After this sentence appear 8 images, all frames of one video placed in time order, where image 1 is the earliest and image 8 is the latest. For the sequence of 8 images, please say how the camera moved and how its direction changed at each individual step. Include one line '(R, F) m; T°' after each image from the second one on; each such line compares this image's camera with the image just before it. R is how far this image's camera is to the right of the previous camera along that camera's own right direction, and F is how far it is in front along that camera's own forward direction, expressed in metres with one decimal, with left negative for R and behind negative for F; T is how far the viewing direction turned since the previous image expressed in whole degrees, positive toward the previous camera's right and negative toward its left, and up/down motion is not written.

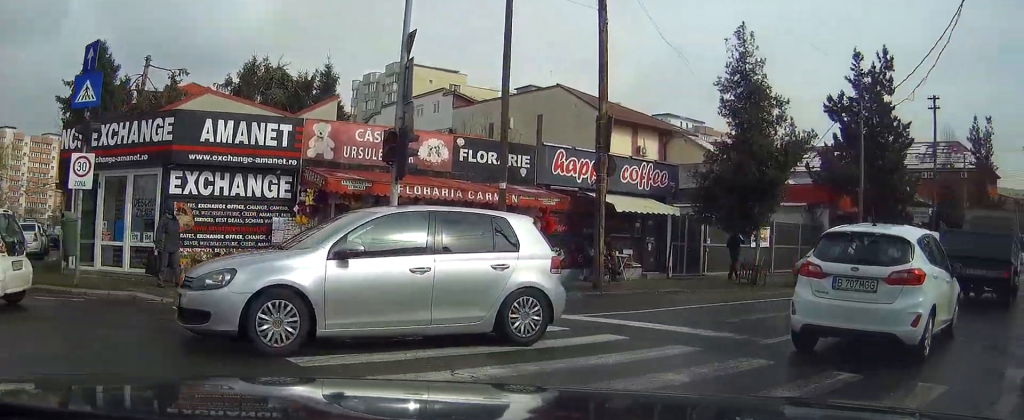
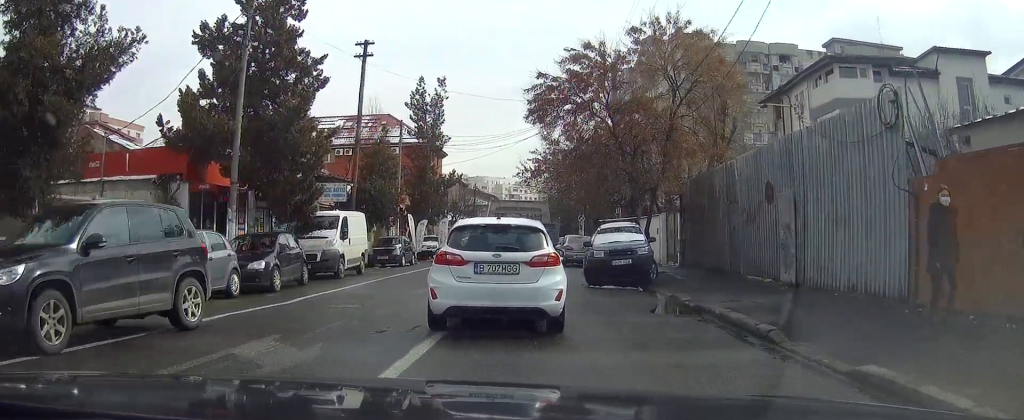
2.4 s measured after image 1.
(+4.7, +8.9) m; +45°
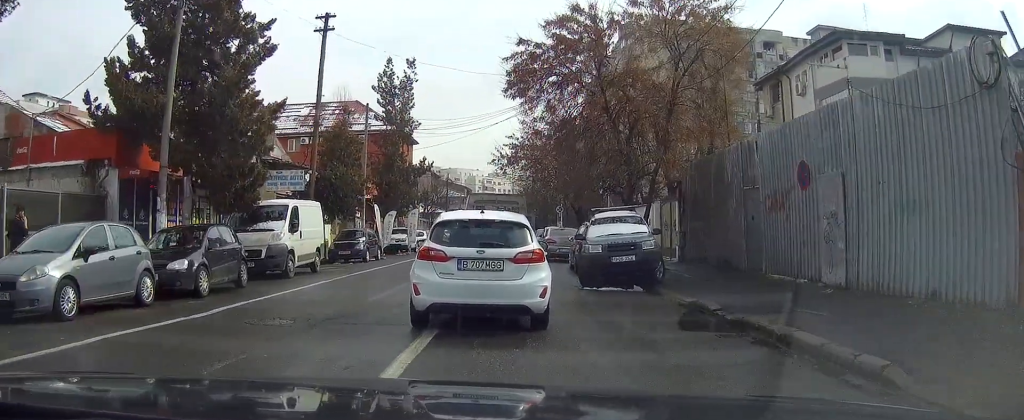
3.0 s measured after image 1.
(+0.2, +3.3) m; +4°
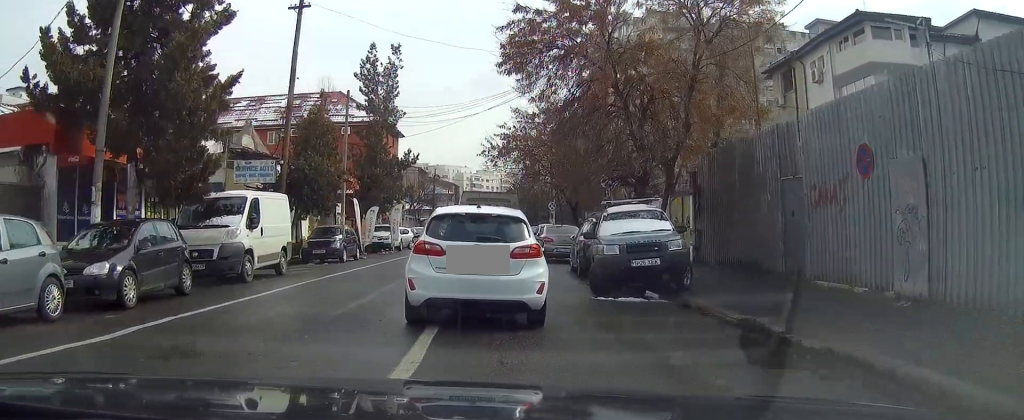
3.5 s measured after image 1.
(+0.1, +2.8) m; +2°
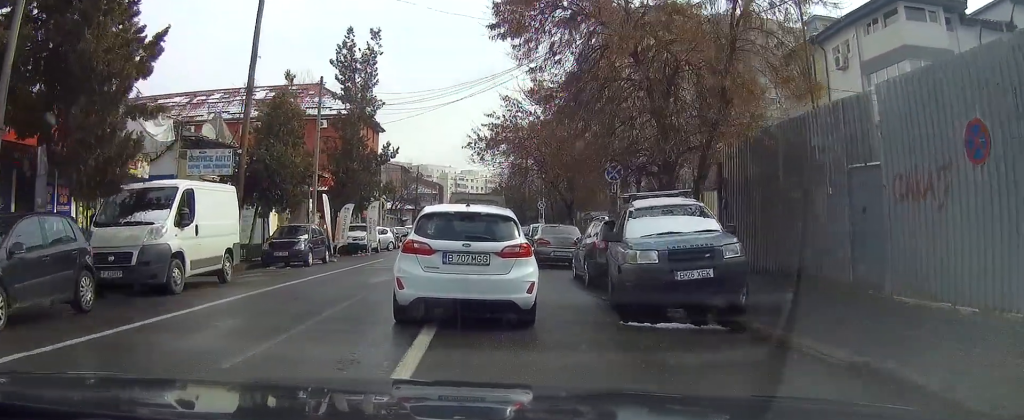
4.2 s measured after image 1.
(+0.1, +3.5) m; +1°
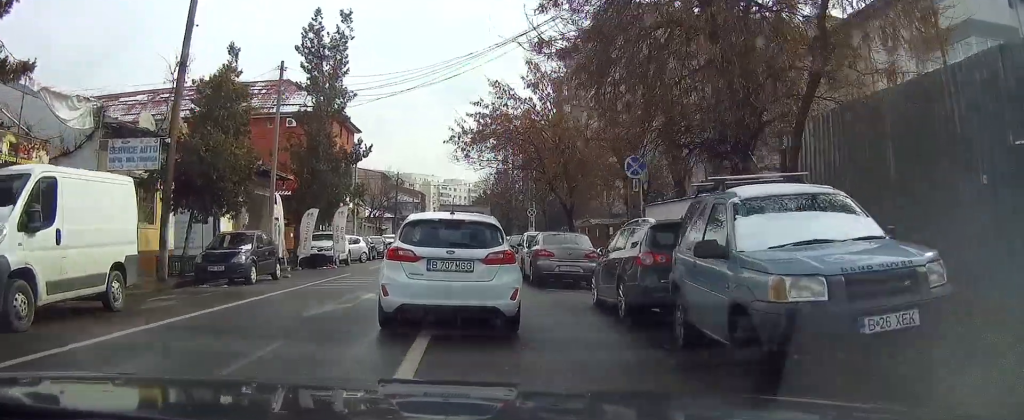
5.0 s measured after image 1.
(0.0, +4.9) m; +1°
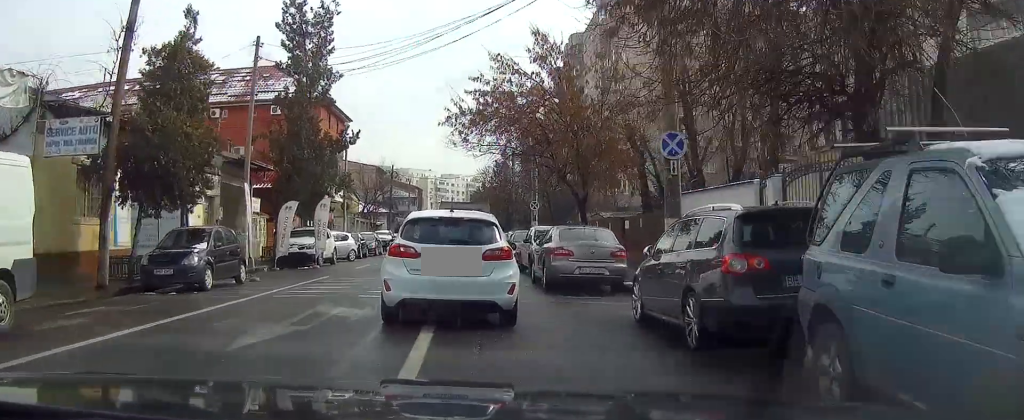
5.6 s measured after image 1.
(0.0, +3.5) m; 0°
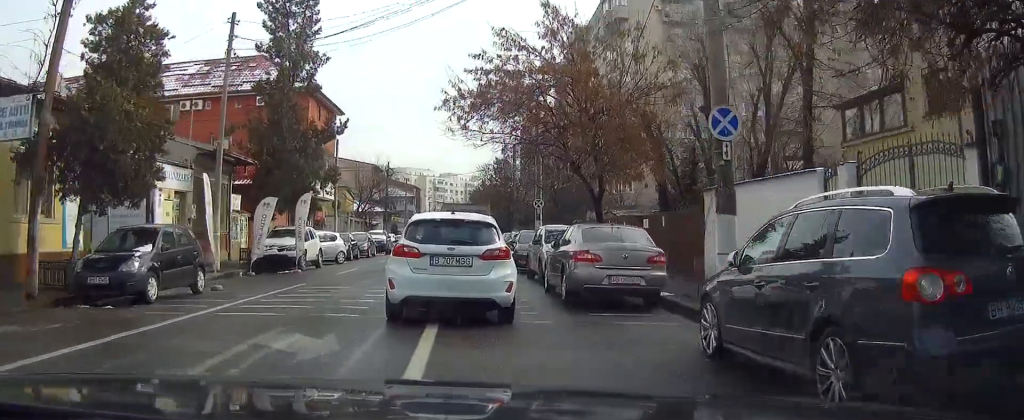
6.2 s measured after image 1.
(+0.1, +3.1) m; -1°
